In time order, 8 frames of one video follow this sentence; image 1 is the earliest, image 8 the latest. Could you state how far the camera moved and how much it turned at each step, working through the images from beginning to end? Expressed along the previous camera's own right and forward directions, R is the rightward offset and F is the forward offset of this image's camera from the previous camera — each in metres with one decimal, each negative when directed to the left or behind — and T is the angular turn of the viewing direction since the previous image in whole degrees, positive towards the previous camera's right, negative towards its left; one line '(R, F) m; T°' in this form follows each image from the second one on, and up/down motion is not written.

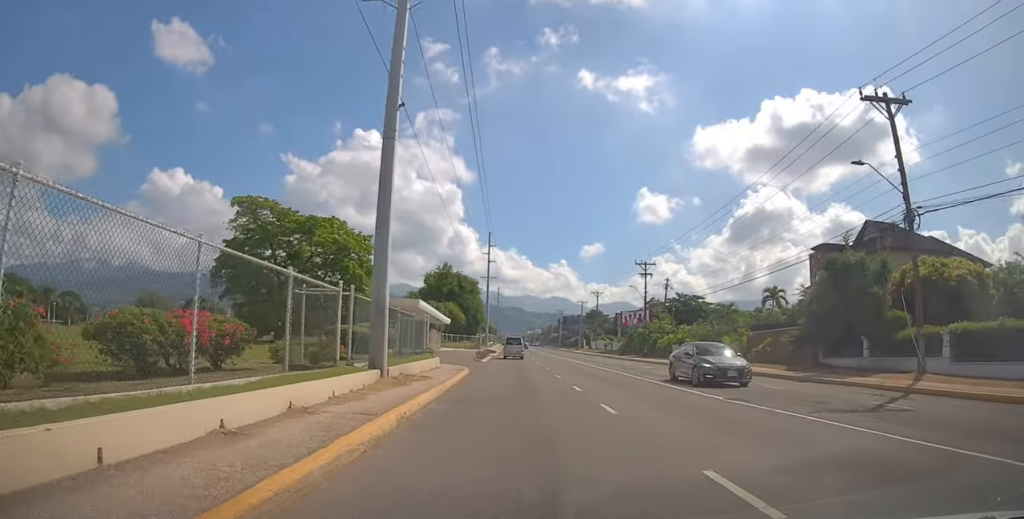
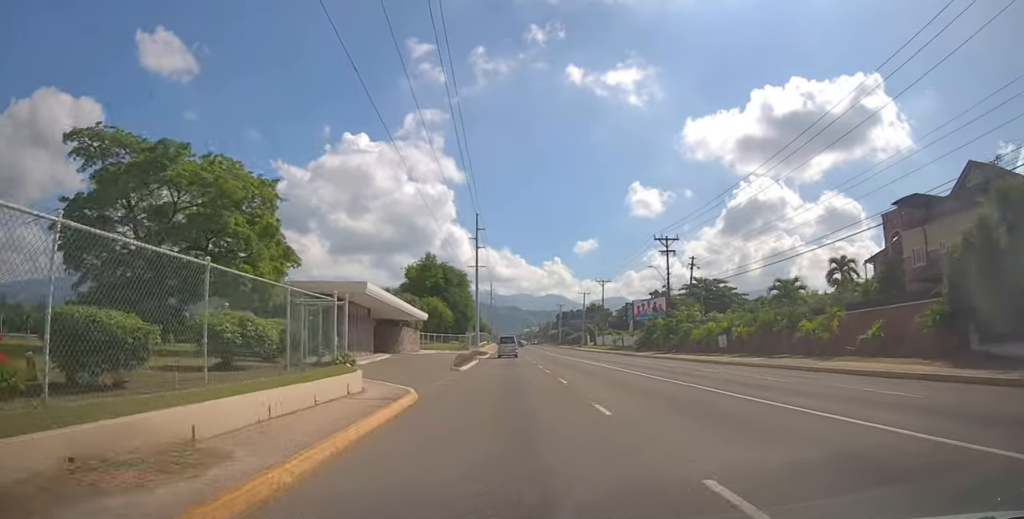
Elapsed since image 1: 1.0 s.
(0.0, +12.6) m; 0°
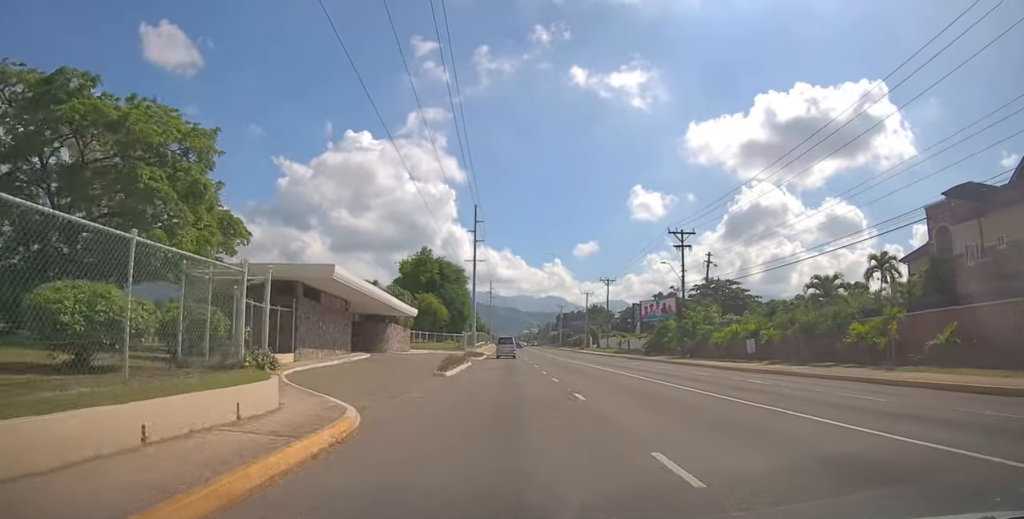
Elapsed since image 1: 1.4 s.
(+0.1, +4.9) m; 0°
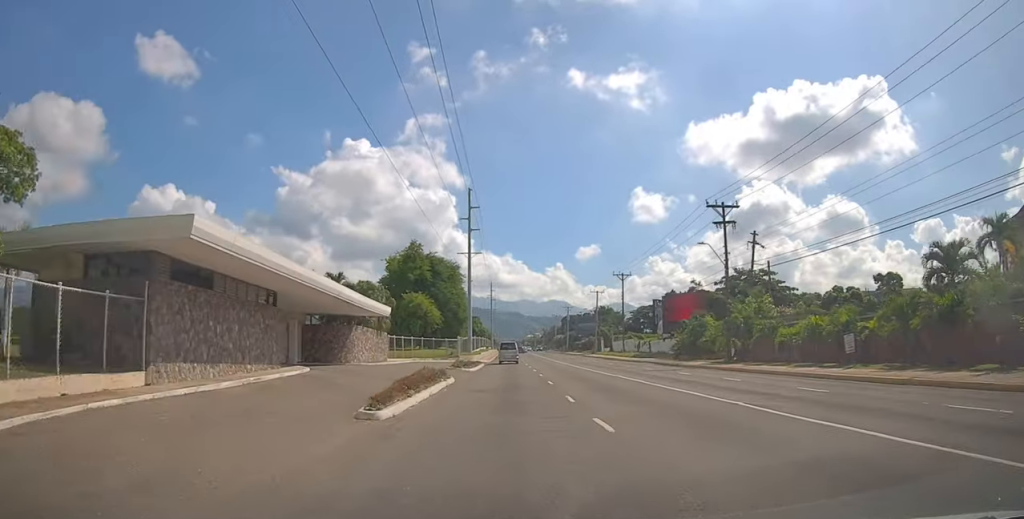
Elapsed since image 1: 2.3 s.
(0.0, +10.3) m; 0°
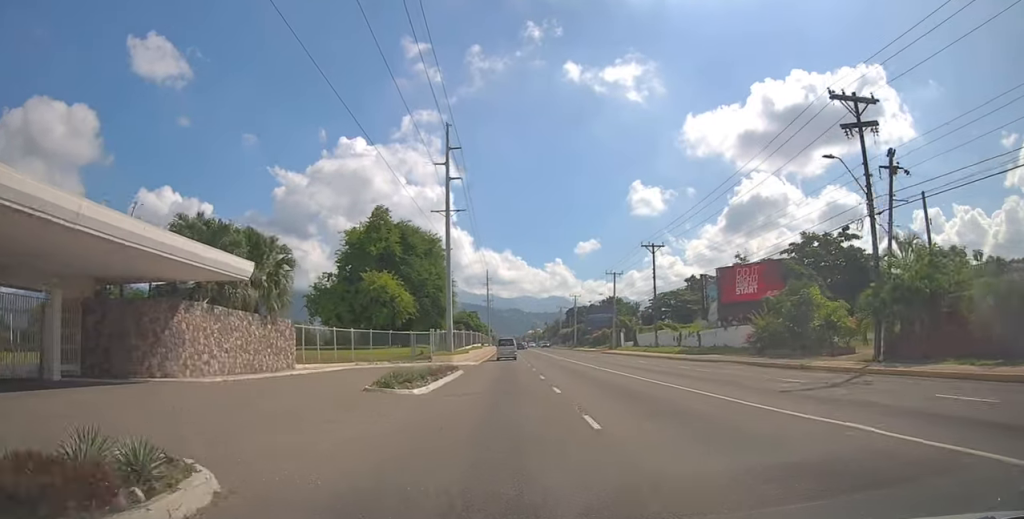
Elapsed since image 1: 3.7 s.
(-0.1, +17.6) m; 0°
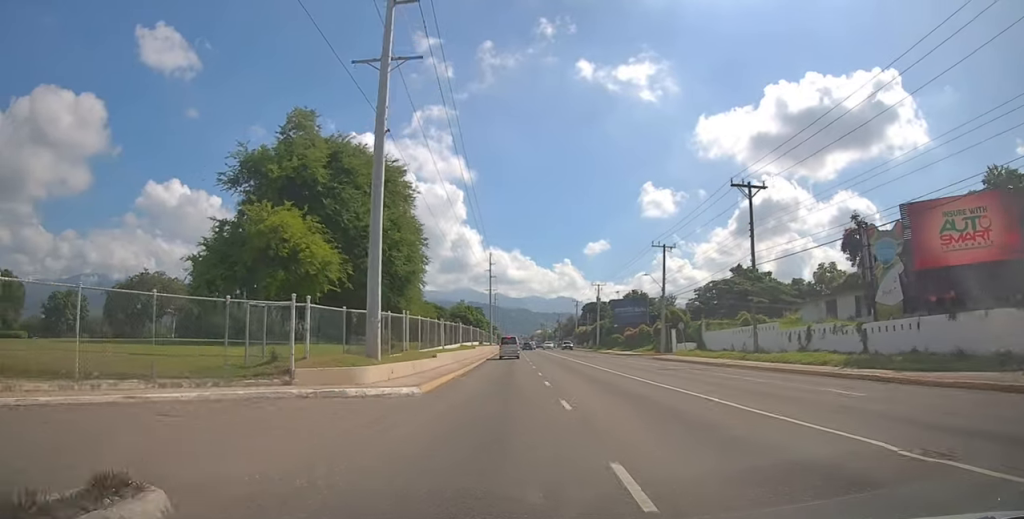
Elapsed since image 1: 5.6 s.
(-0.2, +23.0) m; -1°
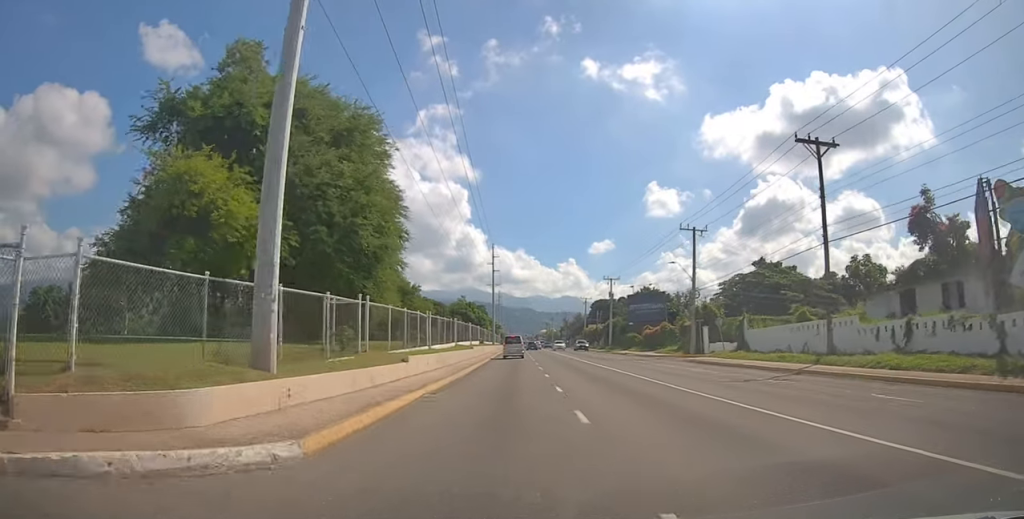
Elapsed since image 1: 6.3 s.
(0.0, +8.2) m; 0°
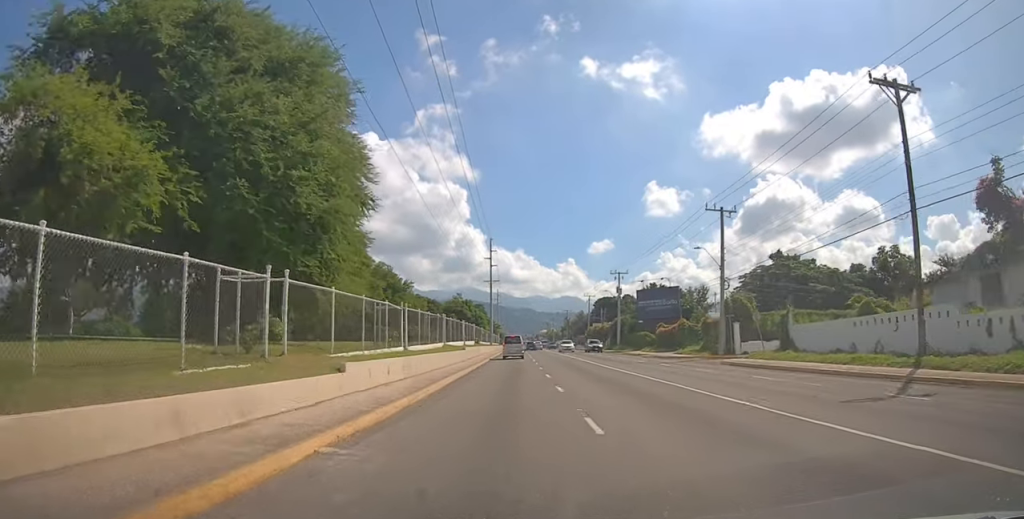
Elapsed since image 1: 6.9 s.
(0.0, +7.0) m; 0°
